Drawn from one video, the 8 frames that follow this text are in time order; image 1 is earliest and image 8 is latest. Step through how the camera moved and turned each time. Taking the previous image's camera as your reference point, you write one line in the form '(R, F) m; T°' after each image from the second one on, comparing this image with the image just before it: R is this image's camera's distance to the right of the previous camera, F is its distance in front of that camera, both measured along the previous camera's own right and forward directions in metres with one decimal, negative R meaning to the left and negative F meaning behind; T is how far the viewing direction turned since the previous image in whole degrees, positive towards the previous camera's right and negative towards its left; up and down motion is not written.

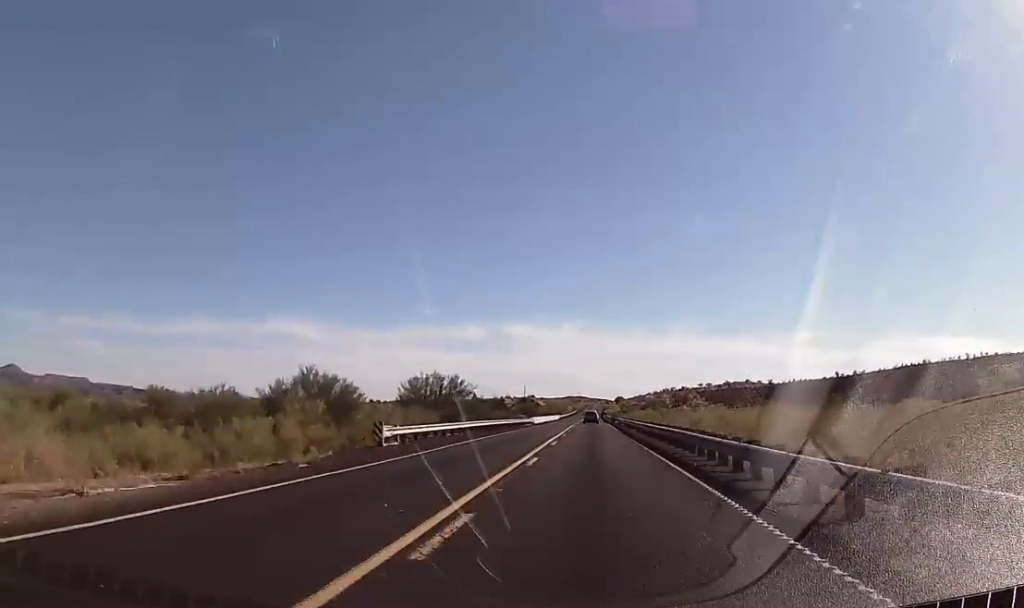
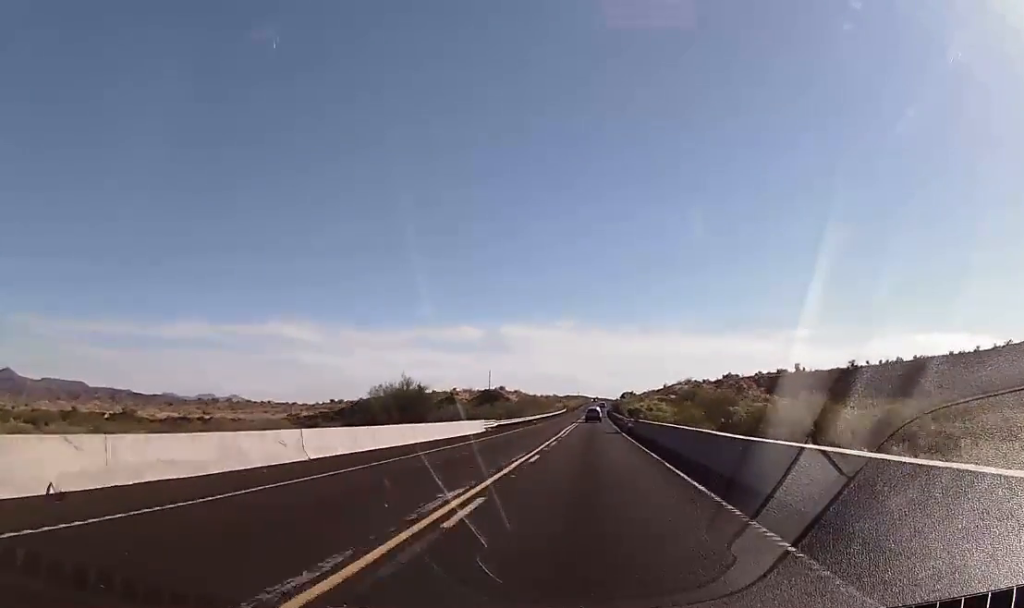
(-0.8, +119.5) m; 0°
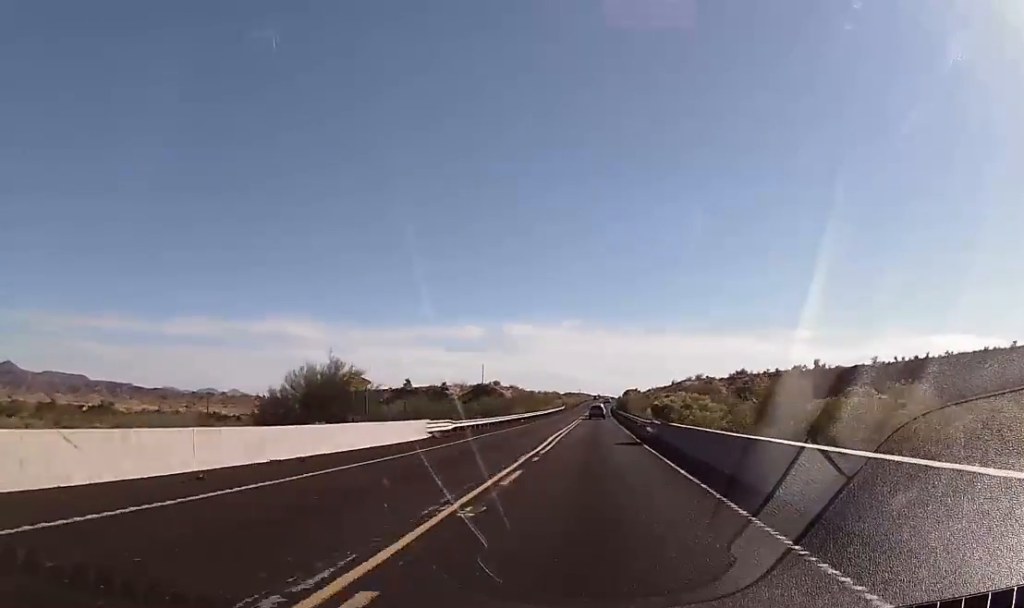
(0.0, +18.6) m; 0°
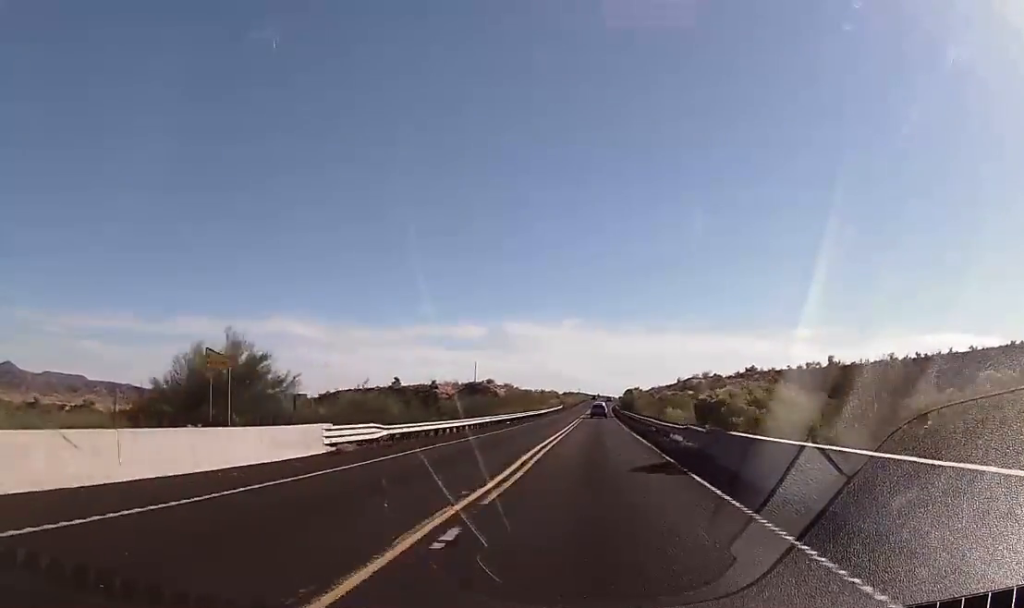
(-0.2, +13.4) m; 0°
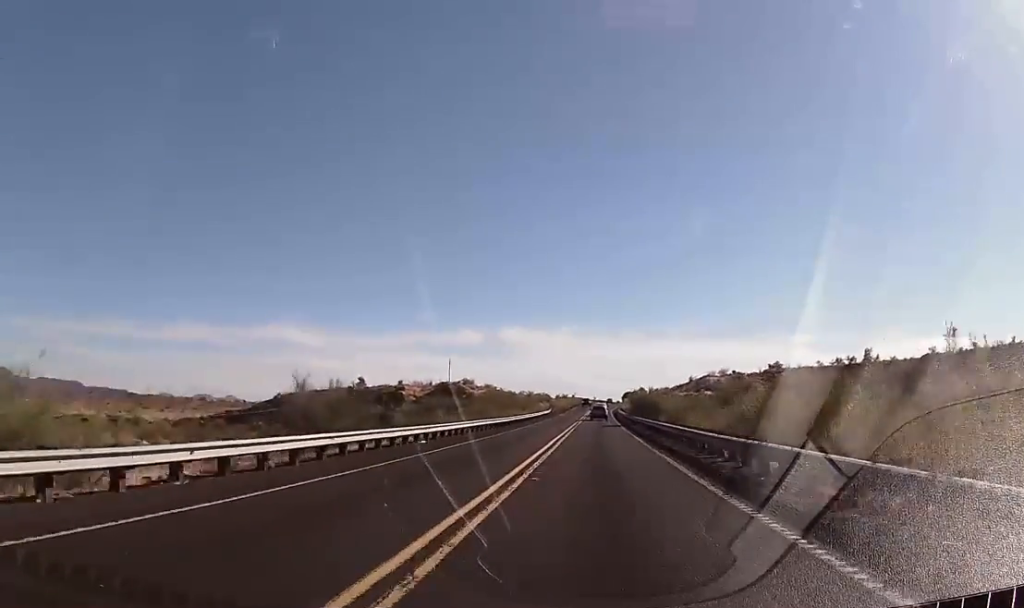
(+0.1, +31.0) m; 0°
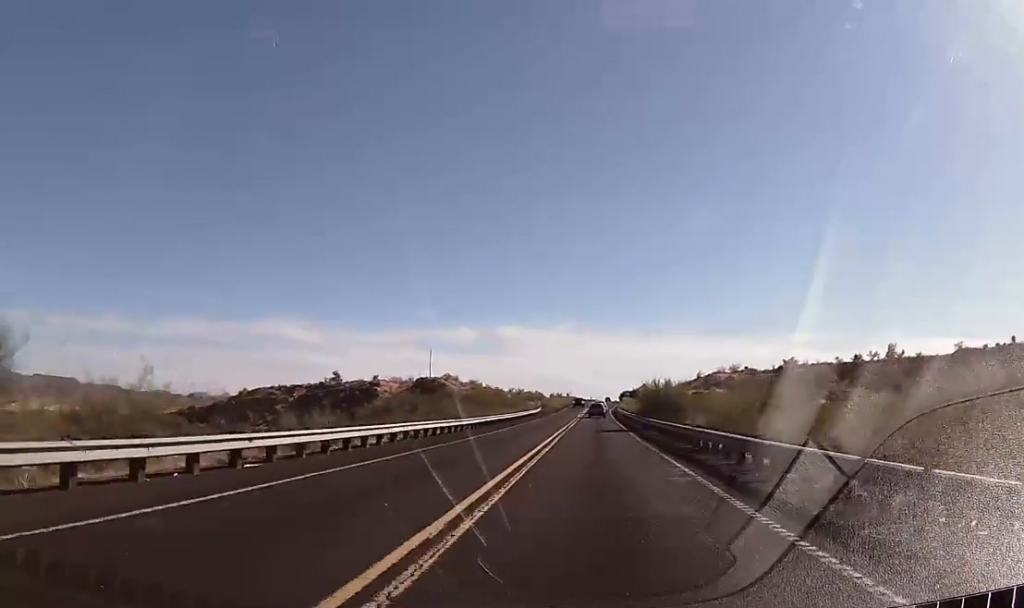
(+0.1, +16.5) m; 0°
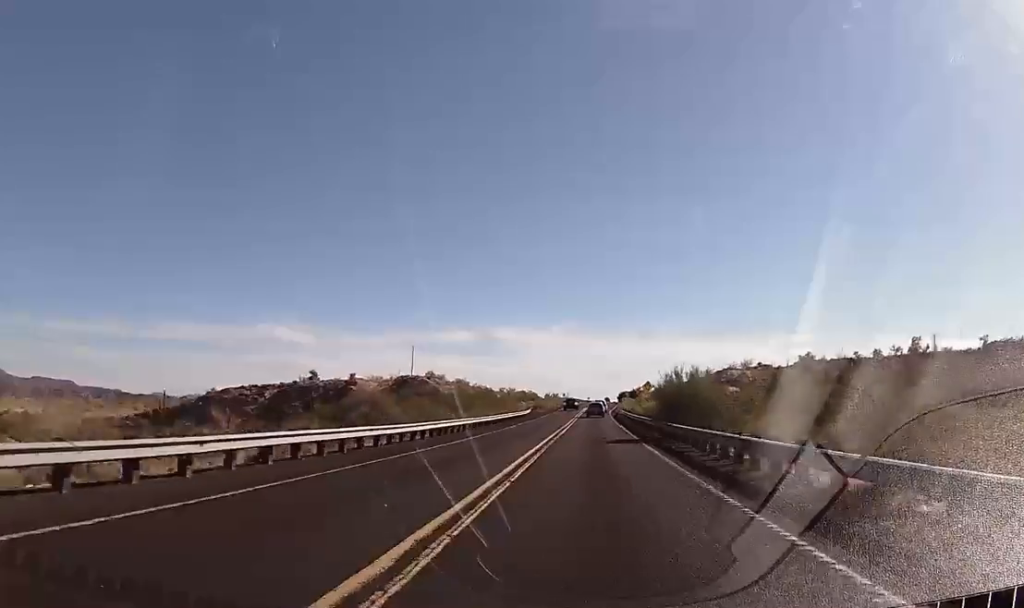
(0.0, +13.4) m; 0°
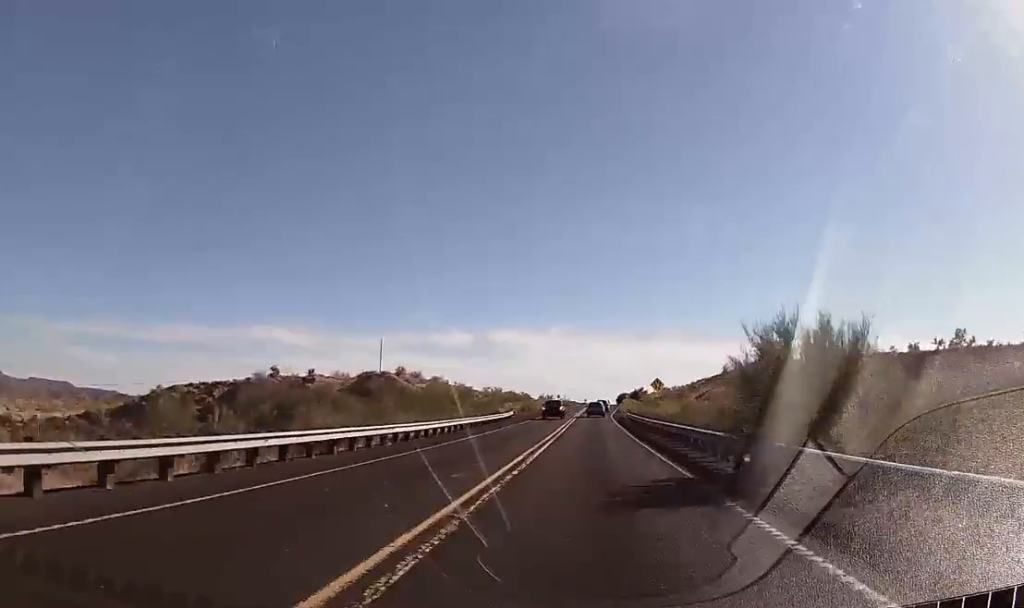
(0.0, +19.5) m; 0°
